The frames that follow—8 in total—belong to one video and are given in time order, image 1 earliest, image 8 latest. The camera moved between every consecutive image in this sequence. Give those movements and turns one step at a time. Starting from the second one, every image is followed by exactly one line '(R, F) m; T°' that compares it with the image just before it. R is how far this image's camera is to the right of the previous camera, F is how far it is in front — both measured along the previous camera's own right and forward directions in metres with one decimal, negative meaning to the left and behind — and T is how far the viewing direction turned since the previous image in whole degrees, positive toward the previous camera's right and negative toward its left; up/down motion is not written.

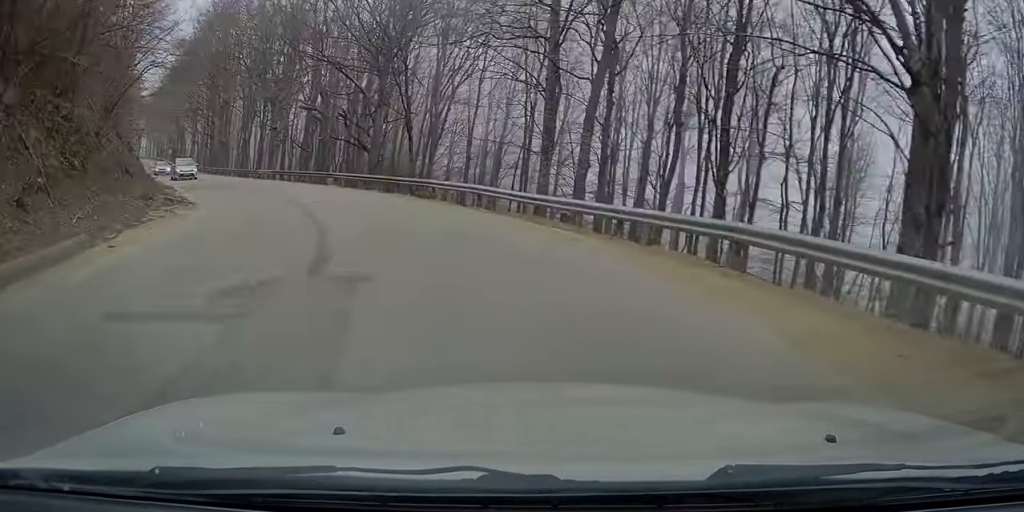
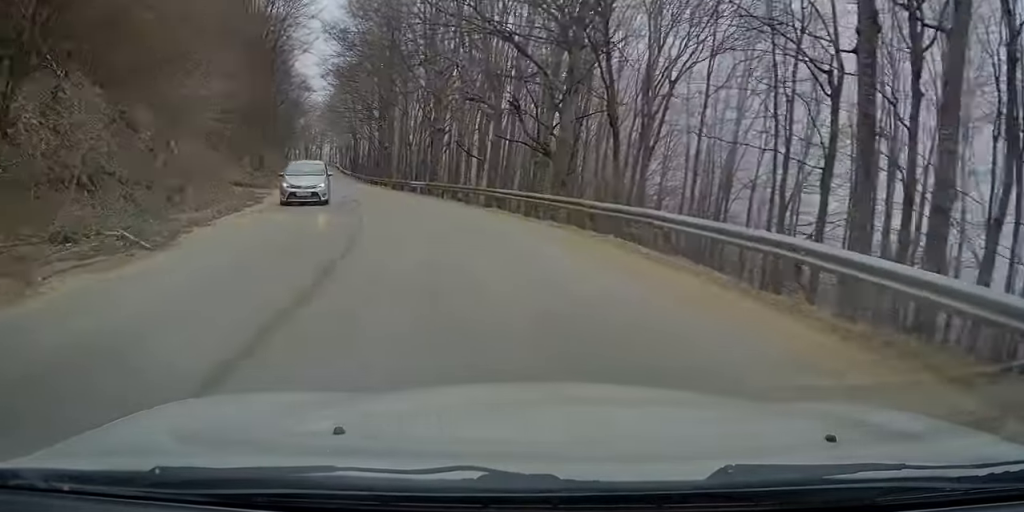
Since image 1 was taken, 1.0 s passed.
(-1.7, +12.7) m; -13°
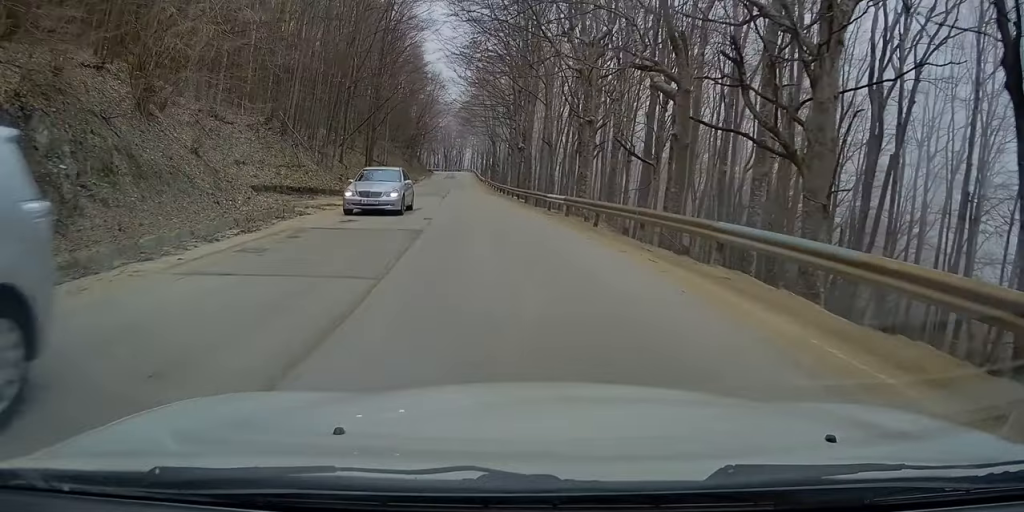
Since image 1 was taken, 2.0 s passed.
(-1.0, +12.9) m; -8°
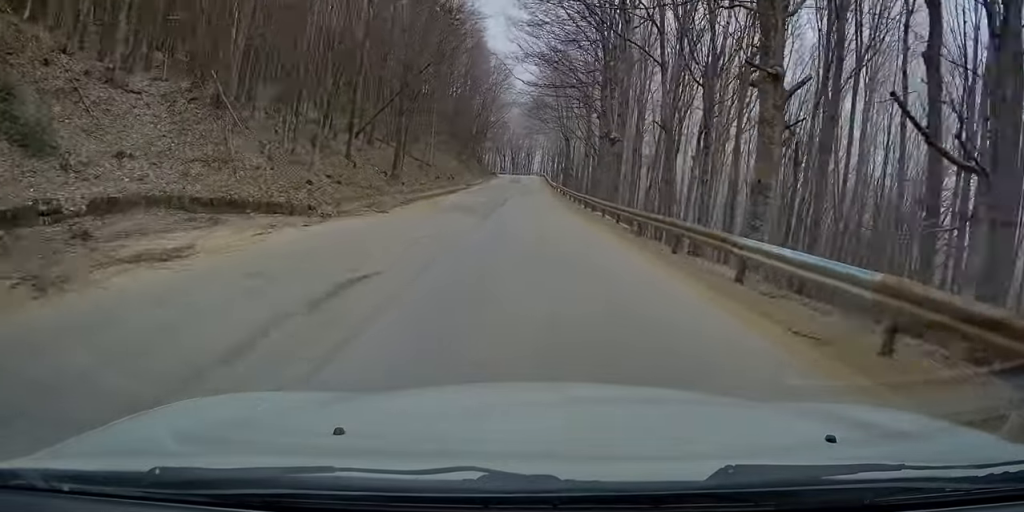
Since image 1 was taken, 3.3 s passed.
(-2.1, +16.5) m; -15°
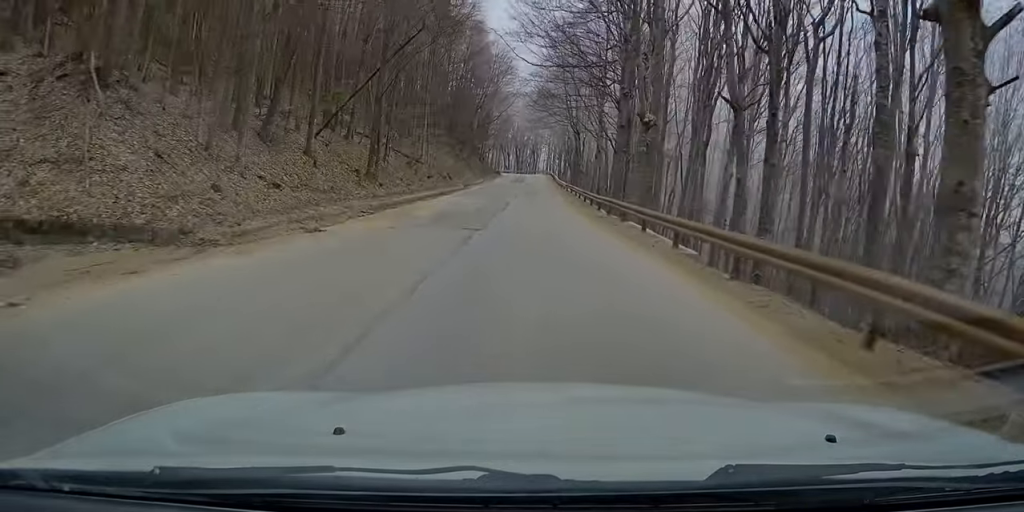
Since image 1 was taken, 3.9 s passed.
(-0.9, +7.3) m; -6°
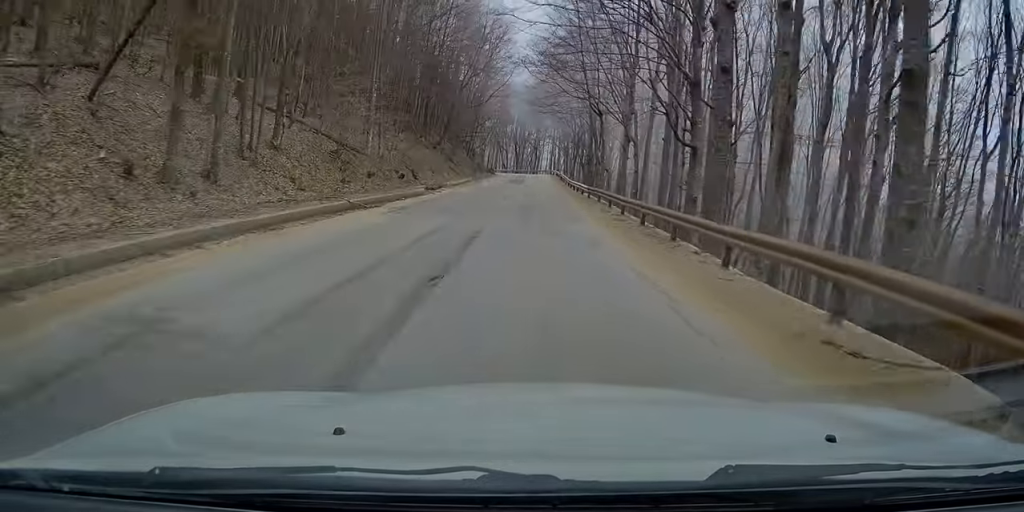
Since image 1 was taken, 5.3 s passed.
(-0.1, +17.8) m; +1°
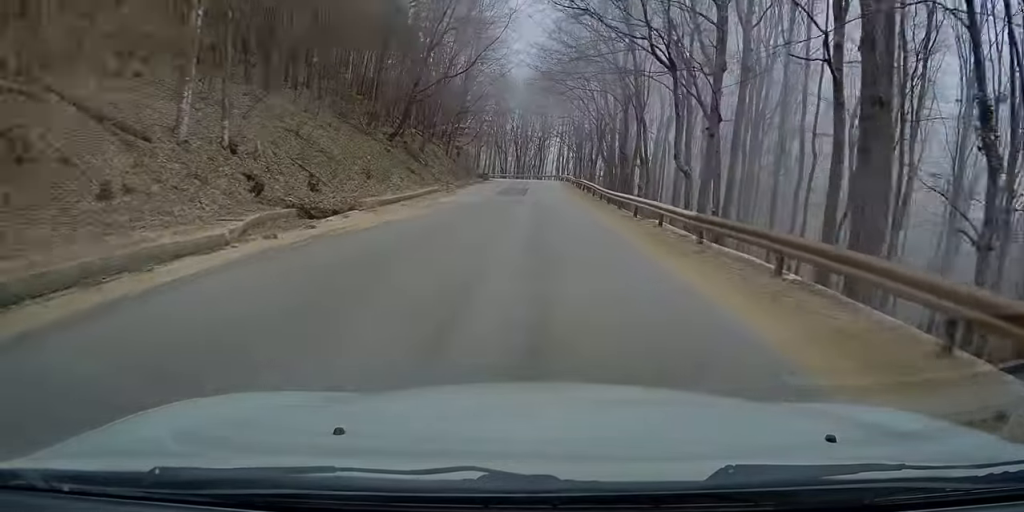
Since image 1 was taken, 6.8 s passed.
(+0.2, +19.8) m; 0°
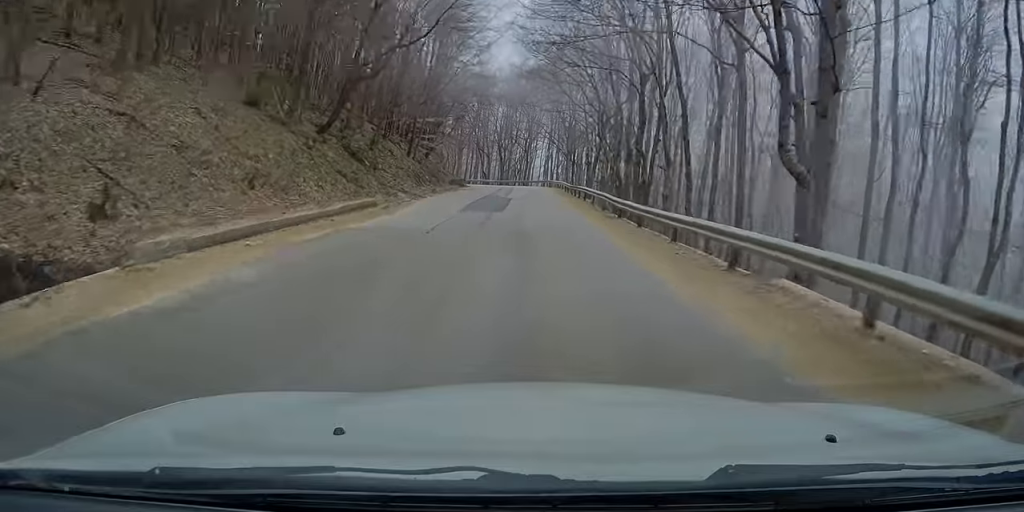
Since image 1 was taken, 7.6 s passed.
(0.0, +10.4) m; +1°
